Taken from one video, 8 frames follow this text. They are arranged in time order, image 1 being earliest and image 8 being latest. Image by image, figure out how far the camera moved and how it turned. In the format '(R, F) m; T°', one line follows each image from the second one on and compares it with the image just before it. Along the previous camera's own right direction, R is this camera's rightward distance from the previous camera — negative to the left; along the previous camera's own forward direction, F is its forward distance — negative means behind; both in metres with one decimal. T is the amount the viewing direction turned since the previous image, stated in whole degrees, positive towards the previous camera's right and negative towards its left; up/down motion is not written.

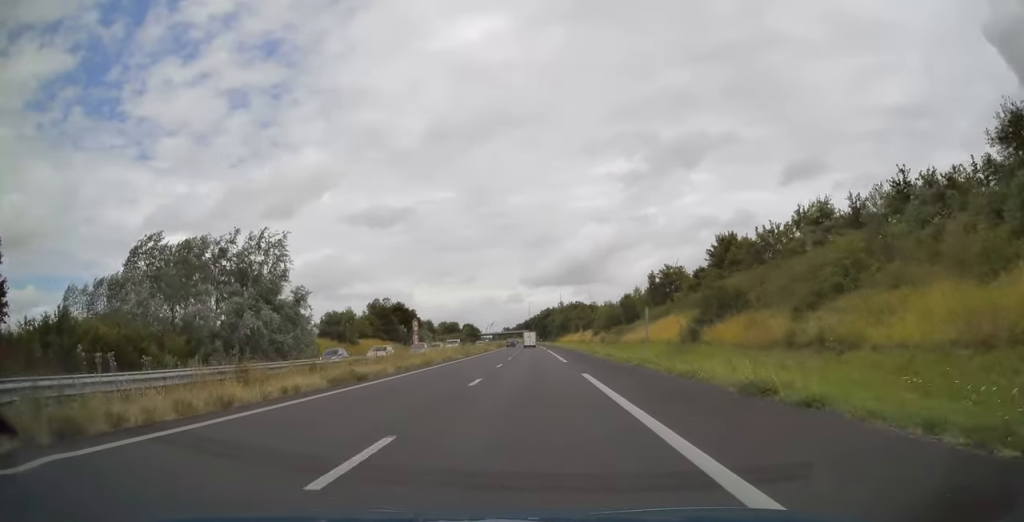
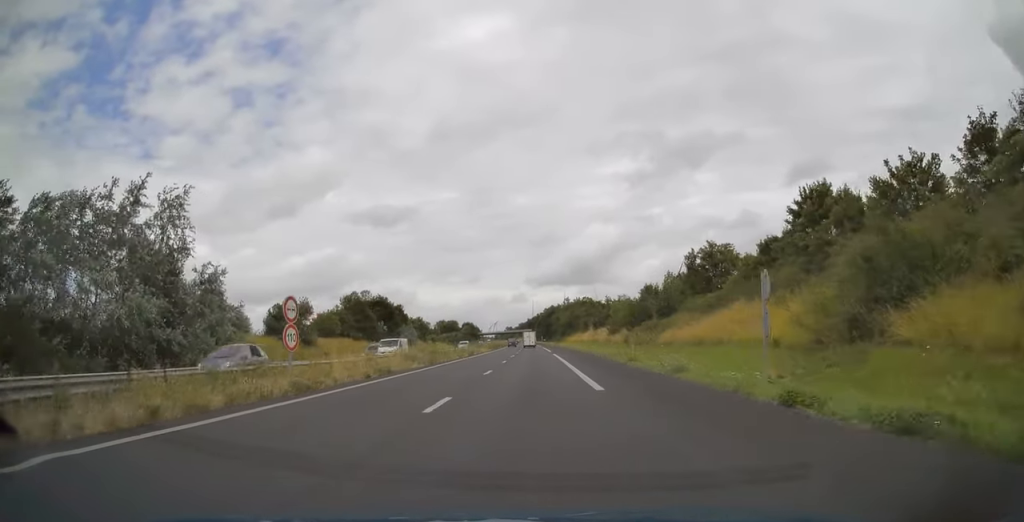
(0.0, +19.9) m; 0°
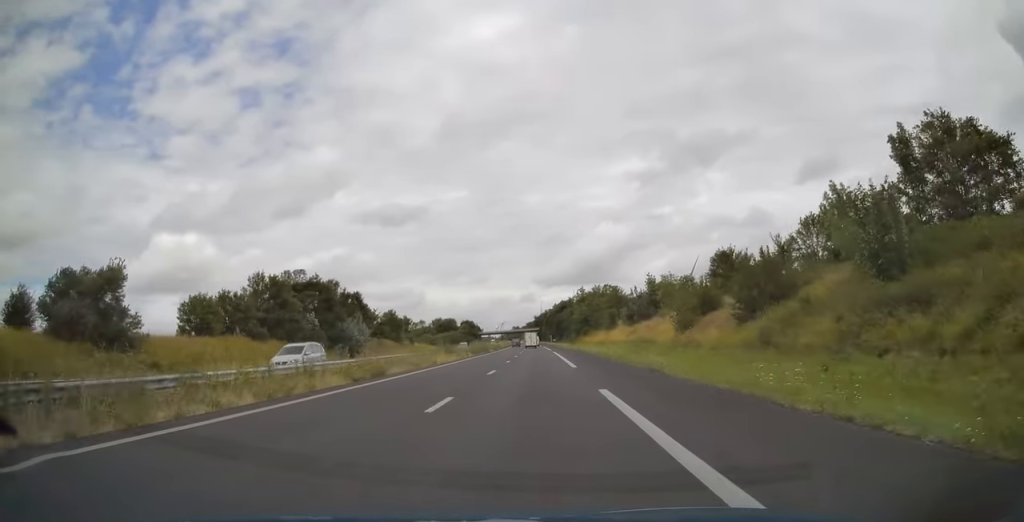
(-0.2, +38.7) m; -1°
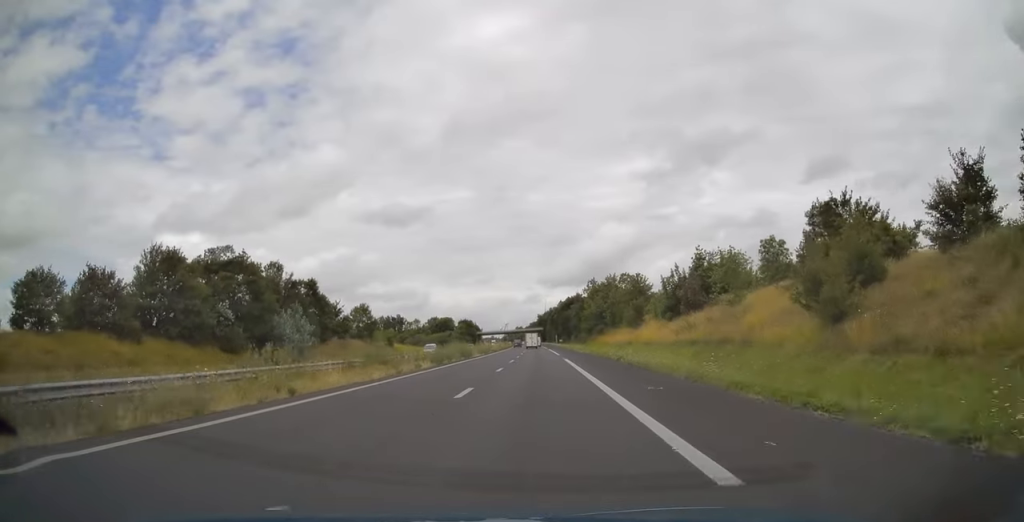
(-0.1, +23.1) m; -1°
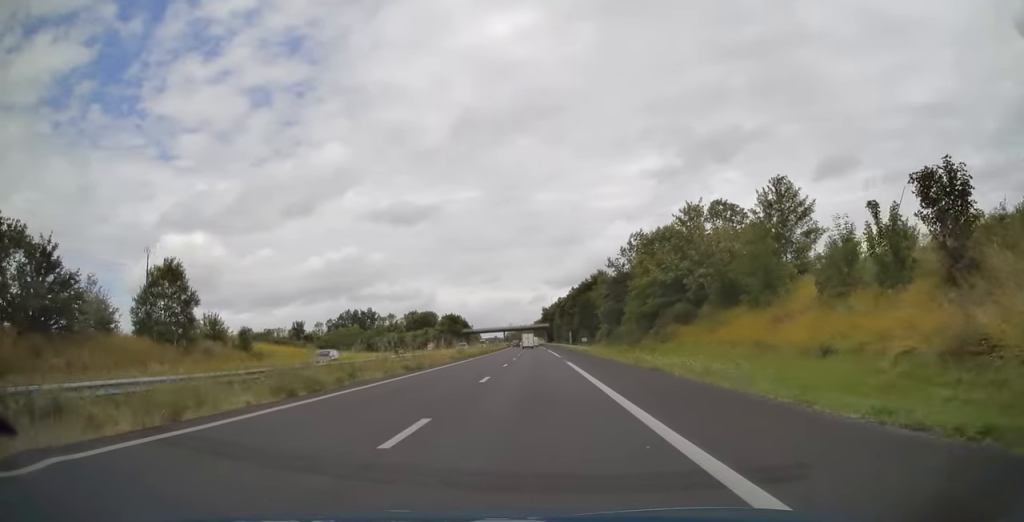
(-0.5, +59.2) m; -1°
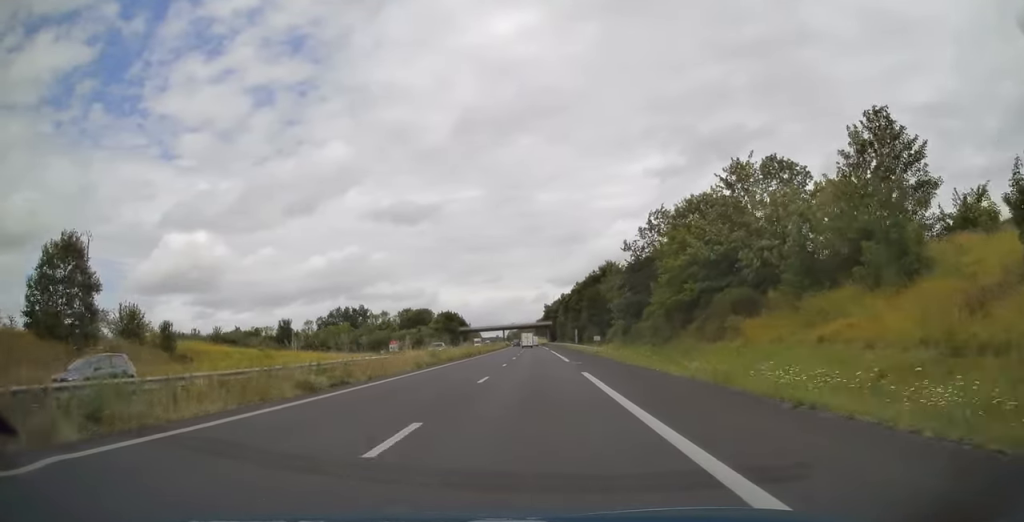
(0.0, +13.4) m; 0°
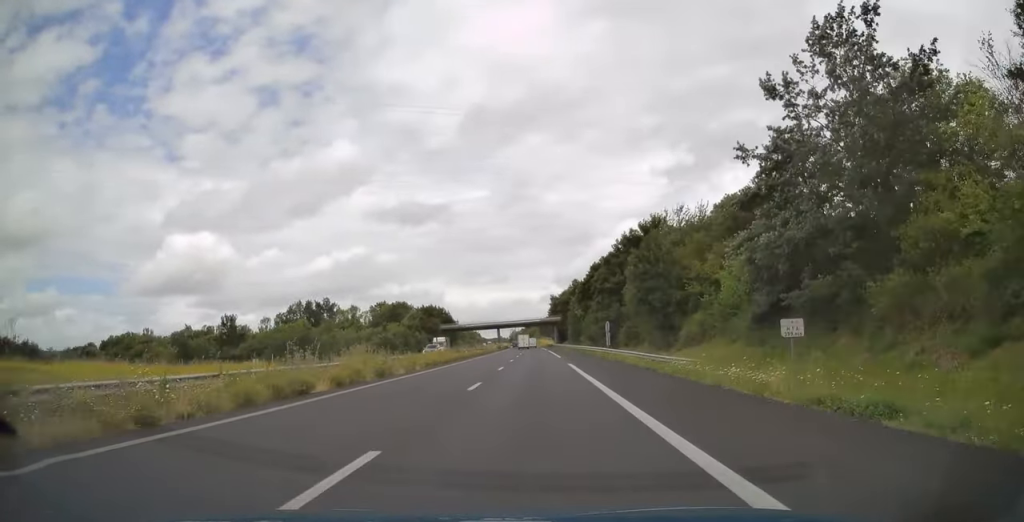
(-0.1, +41.8) m; -1°
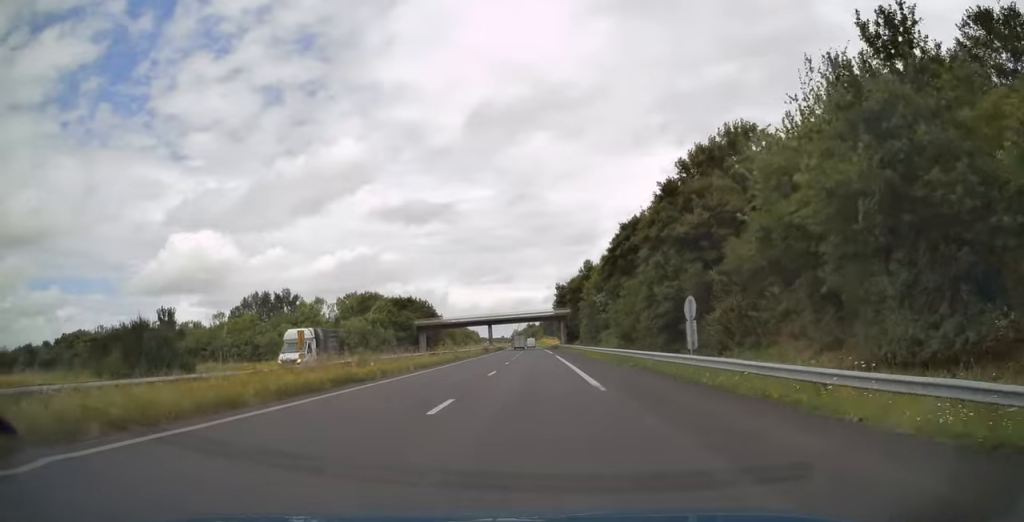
(-0.3, +31.6) m; 0°
